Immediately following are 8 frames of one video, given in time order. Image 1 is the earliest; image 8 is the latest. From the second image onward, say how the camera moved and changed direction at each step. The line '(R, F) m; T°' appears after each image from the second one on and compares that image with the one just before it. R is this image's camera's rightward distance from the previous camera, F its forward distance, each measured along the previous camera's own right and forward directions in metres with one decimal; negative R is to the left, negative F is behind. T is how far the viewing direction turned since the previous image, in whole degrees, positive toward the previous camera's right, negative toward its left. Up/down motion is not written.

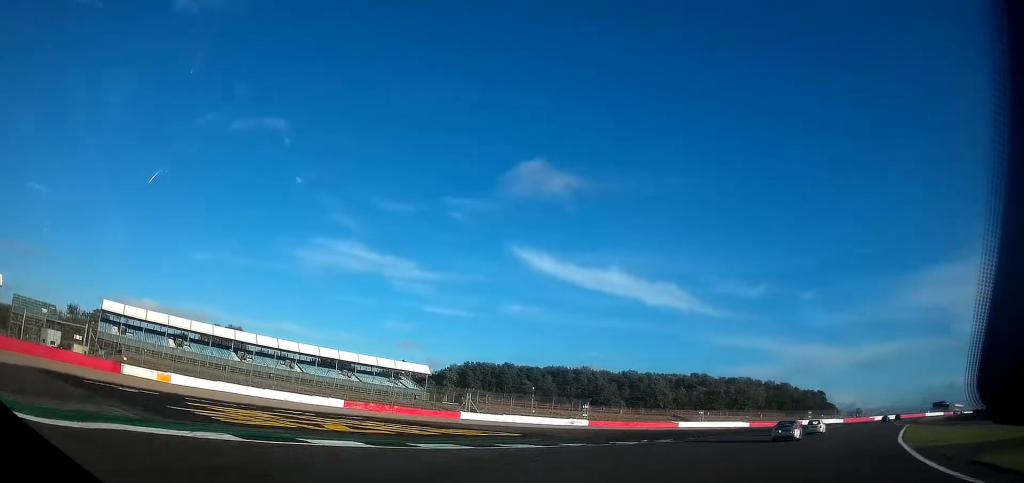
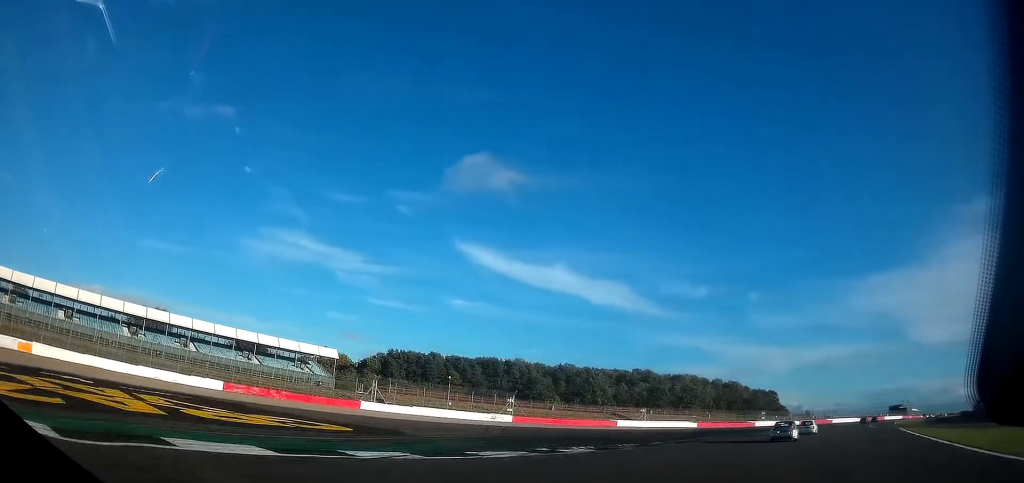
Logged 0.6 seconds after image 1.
(+2.6, +11.4) m; +12°
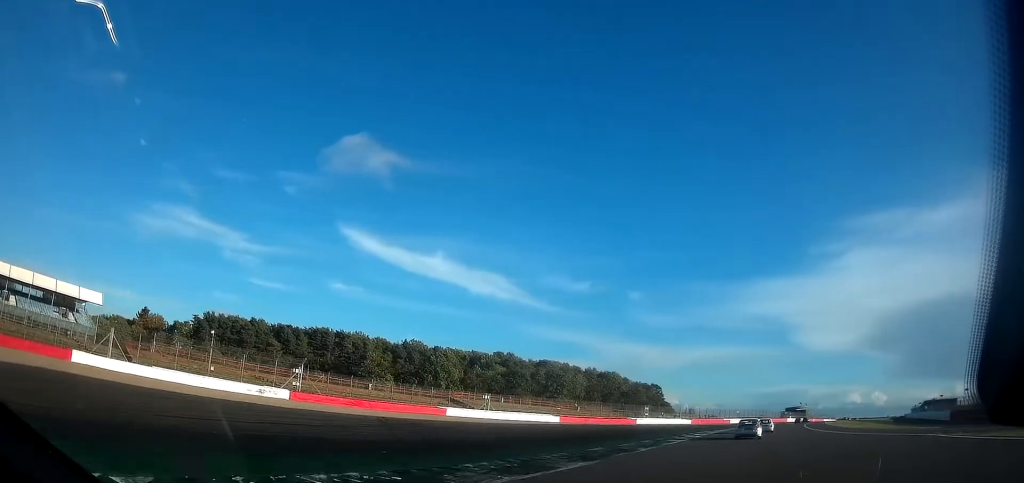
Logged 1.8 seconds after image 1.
(+5.9, +26.7) m; +19°
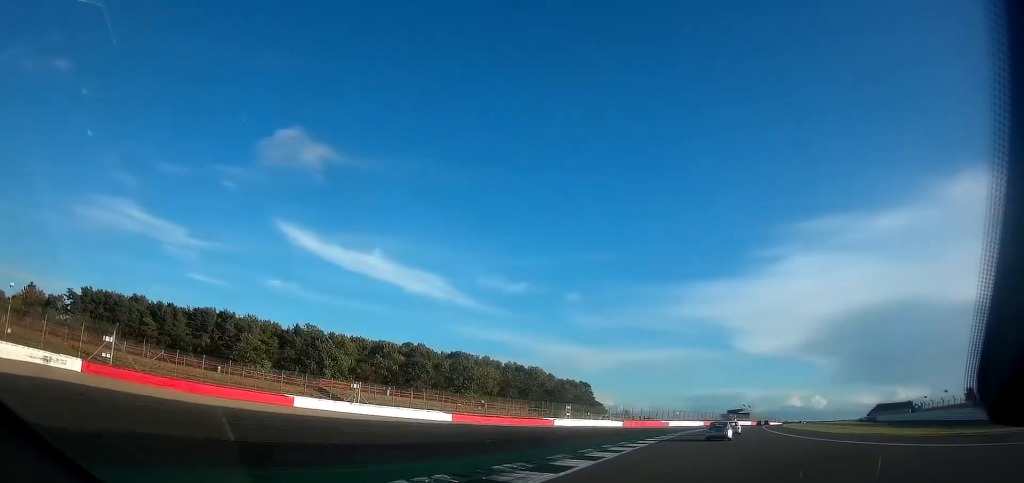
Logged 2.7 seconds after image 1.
(+1.5, +22.7) m; +5°
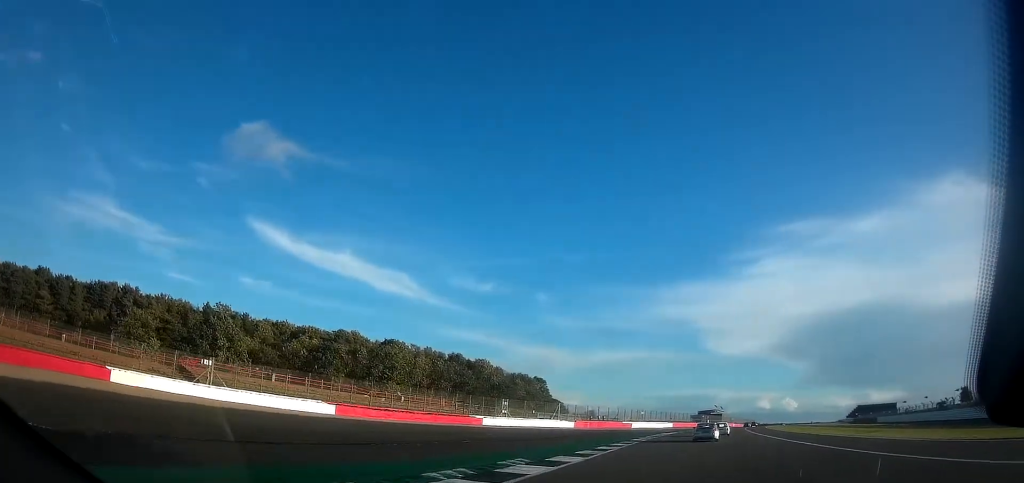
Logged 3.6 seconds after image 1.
(+0.6, +25.6) m; +2°
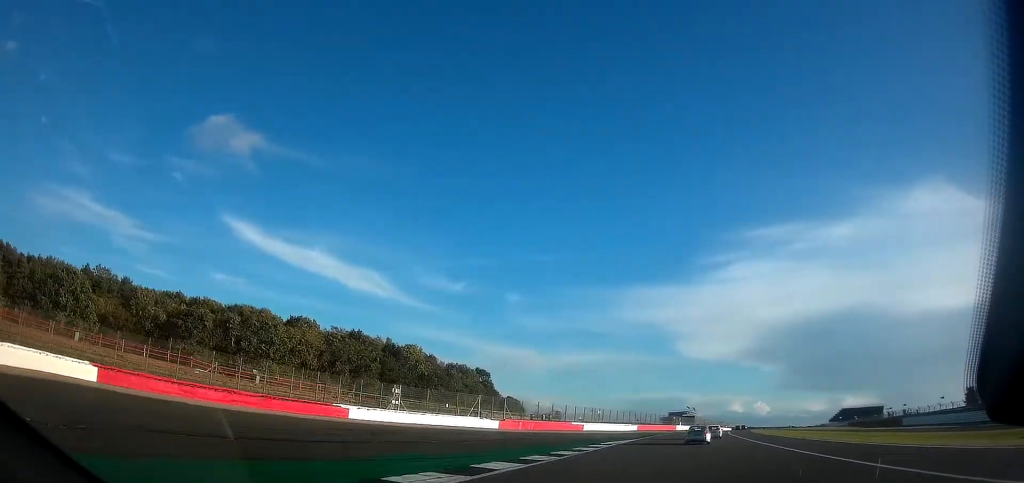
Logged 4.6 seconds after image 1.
(+0.5, +33.9) m; +2°
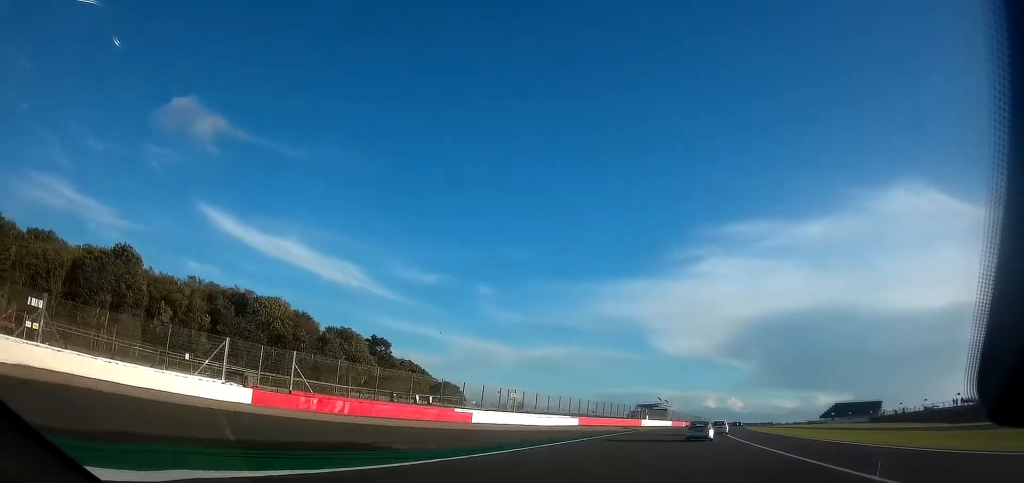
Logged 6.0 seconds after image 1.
(+0.8, +51.1) m; +2°
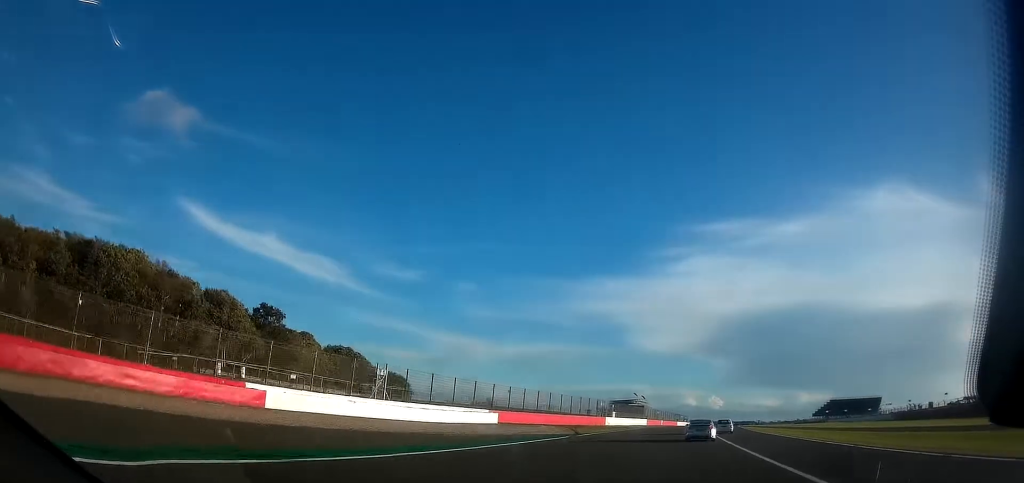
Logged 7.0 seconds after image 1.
(+0.3, +35.2) m; +1°
